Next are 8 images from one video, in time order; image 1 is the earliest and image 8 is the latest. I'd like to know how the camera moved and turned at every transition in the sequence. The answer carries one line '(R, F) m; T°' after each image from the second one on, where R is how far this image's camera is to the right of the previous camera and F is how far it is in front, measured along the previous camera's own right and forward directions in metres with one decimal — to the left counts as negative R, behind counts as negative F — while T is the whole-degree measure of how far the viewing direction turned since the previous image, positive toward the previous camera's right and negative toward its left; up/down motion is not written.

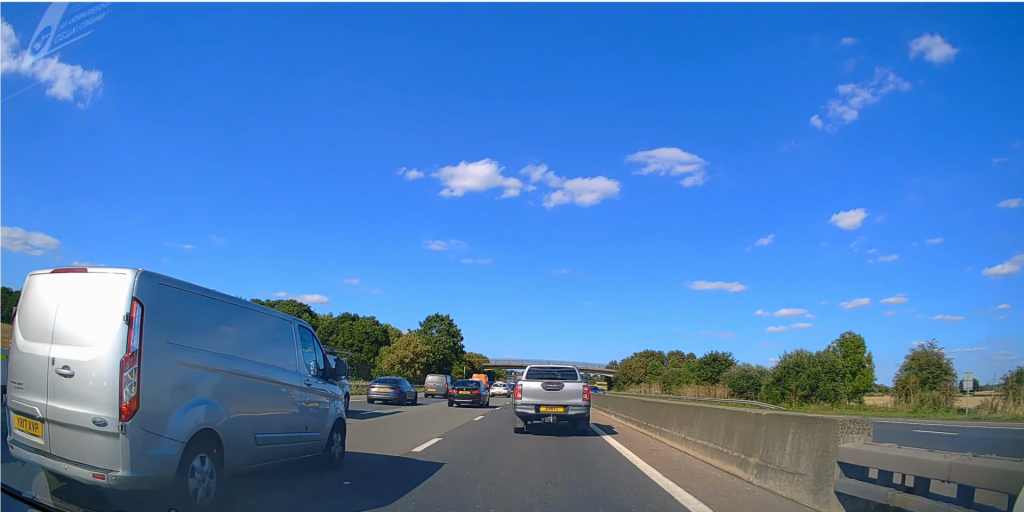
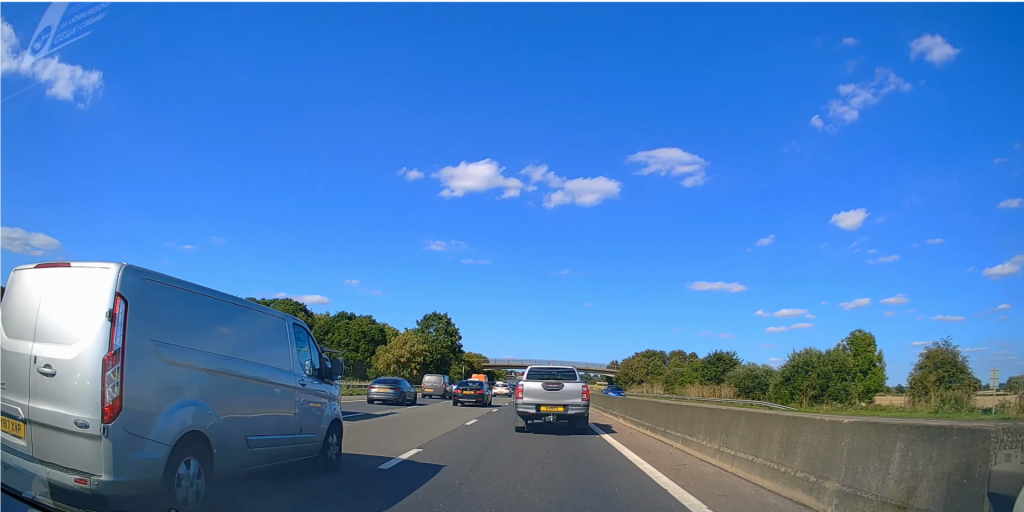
(0.0, +2.3) m; +1°
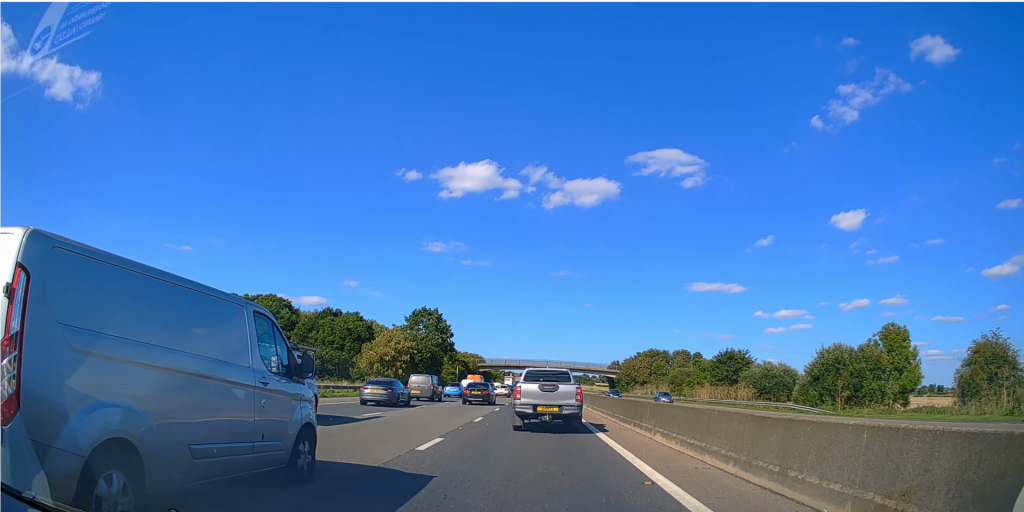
(+0.2, +6.7) m; +1°
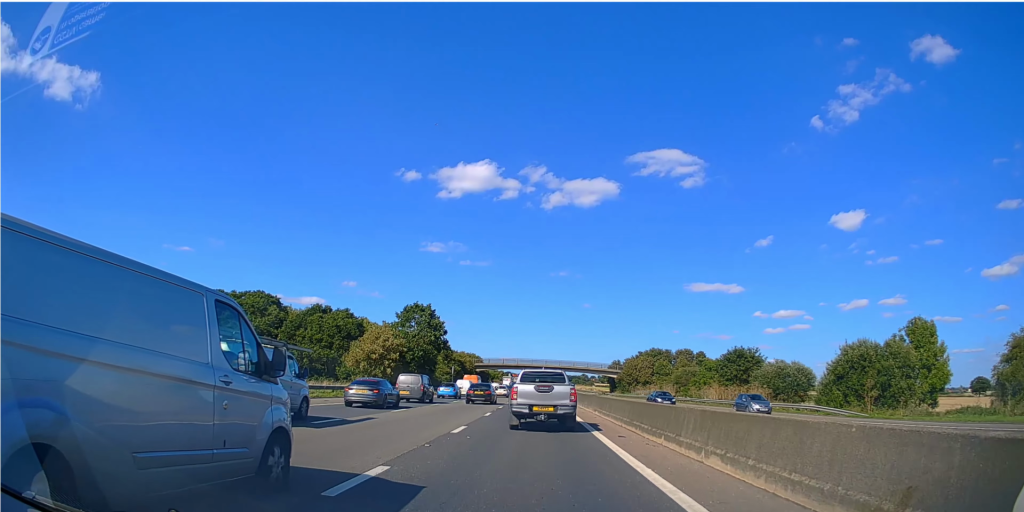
(-0.1, +4.6) m; +1°
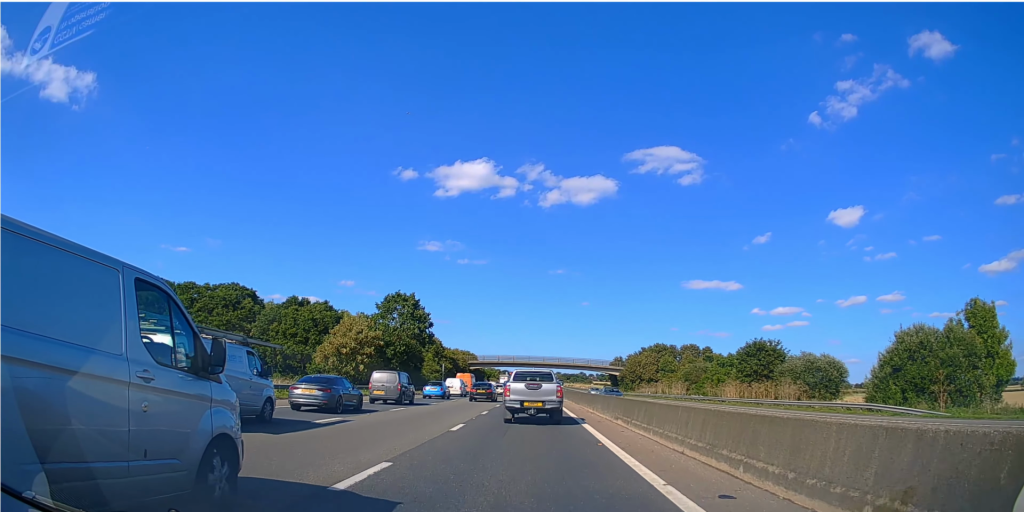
(+0.2, +9.0) m; -1°
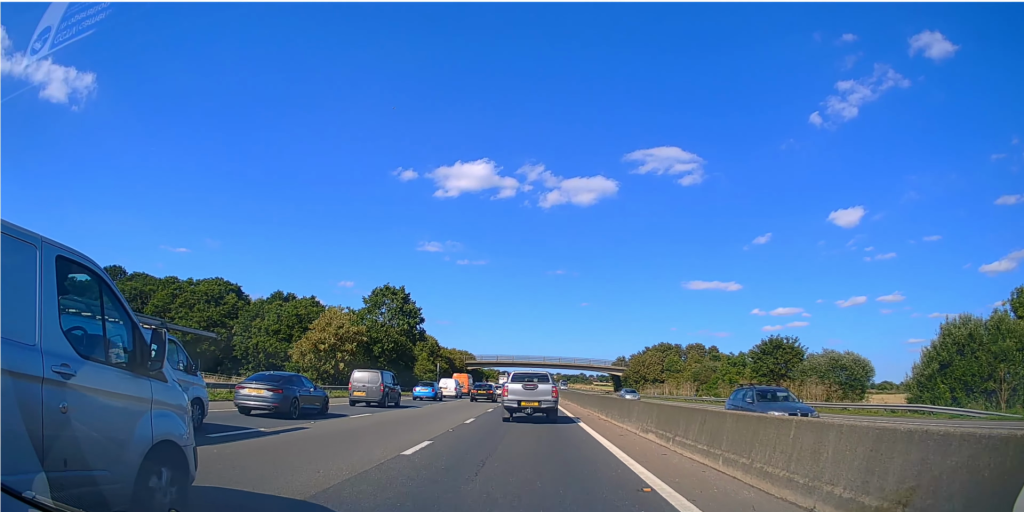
(-0.3, +5.6) m; -1°
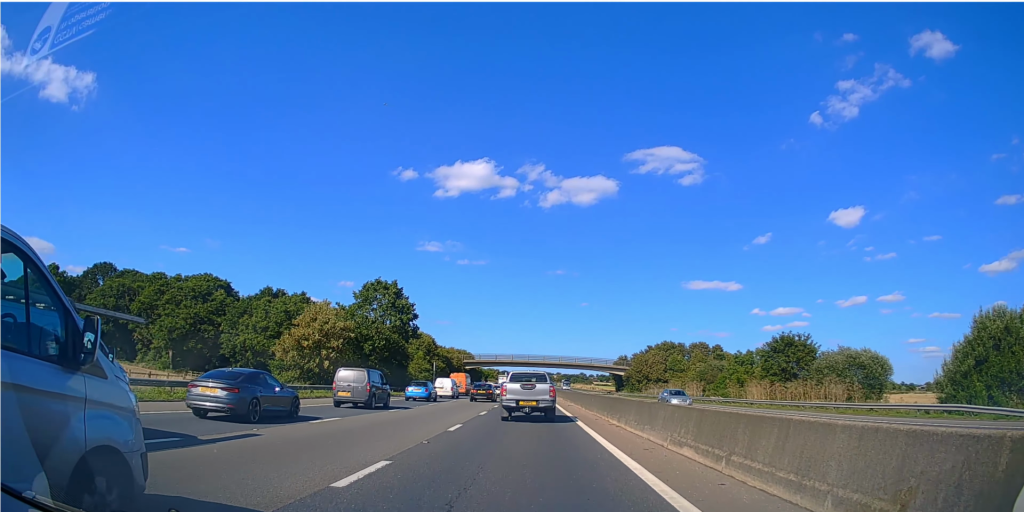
(+0.1, +3.6) m; +1°
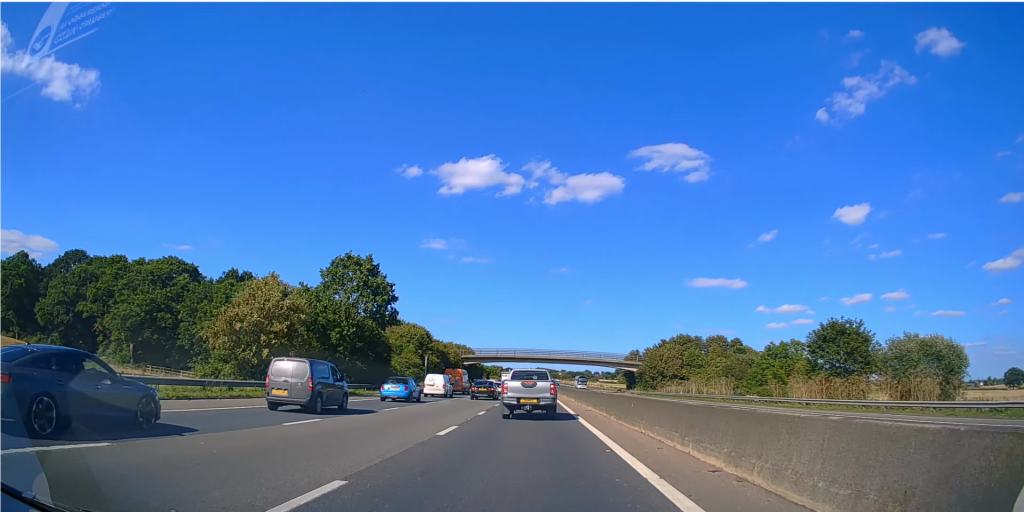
(+0.2, +11.1) m; 0°
